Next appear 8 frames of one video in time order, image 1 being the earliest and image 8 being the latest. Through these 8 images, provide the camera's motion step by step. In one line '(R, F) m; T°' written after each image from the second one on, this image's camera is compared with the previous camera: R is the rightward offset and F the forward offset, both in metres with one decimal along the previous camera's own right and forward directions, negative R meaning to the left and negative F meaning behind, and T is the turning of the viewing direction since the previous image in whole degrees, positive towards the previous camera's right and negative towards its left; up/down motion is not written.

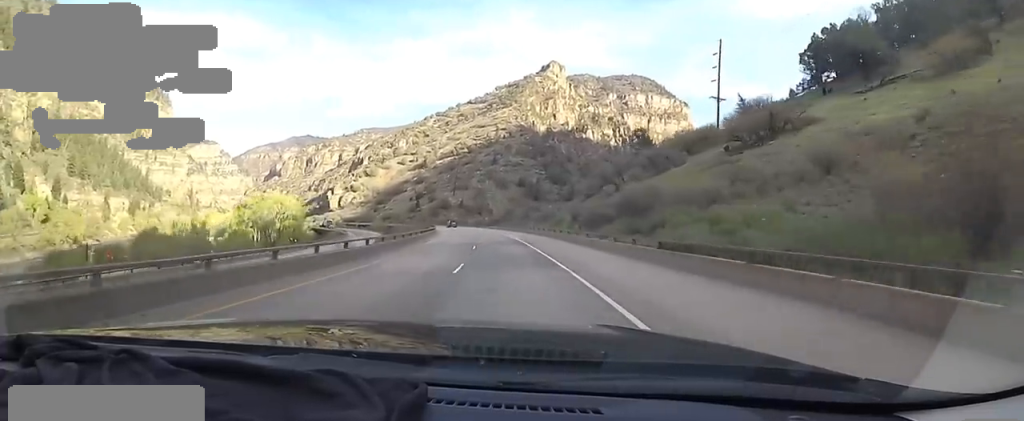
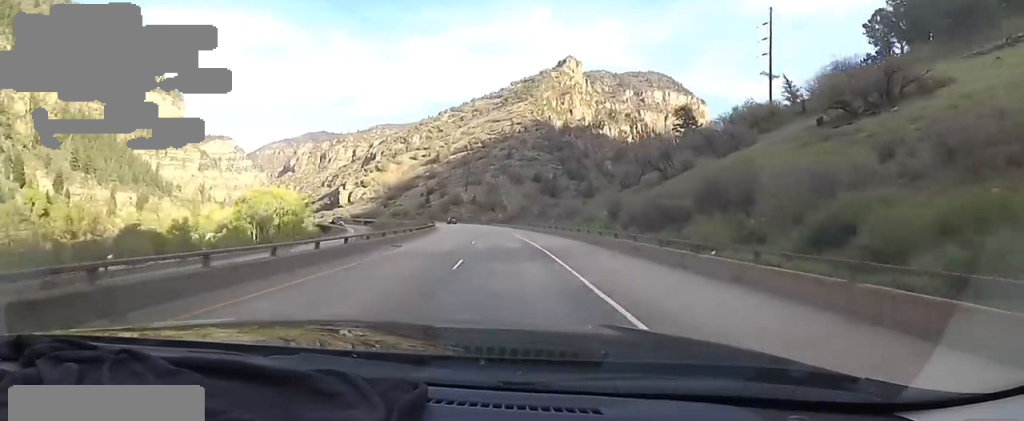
(-0.1, +12.3) m; 0°
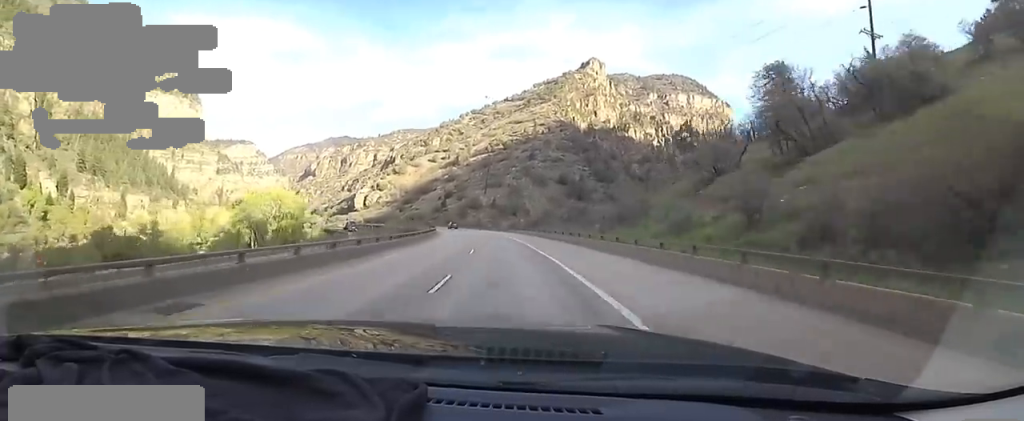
(0.0, +17.3) m; 0°
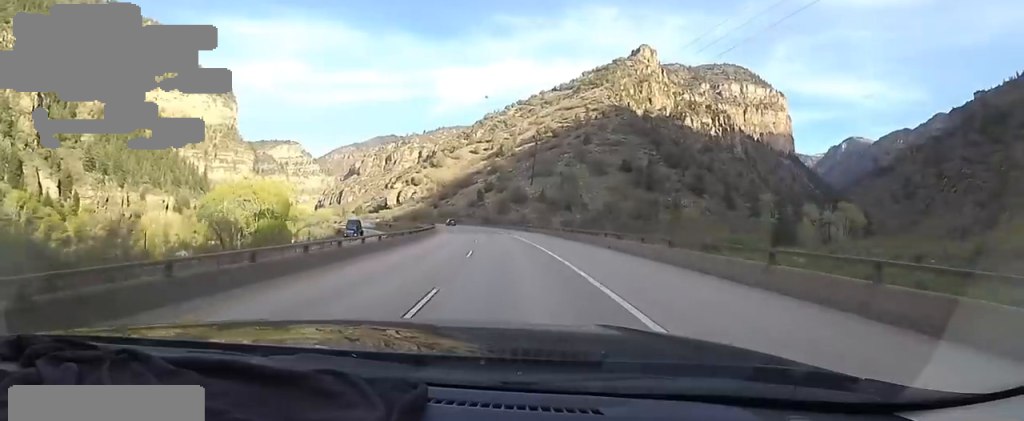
(-2.2, +39.4) m; -10°
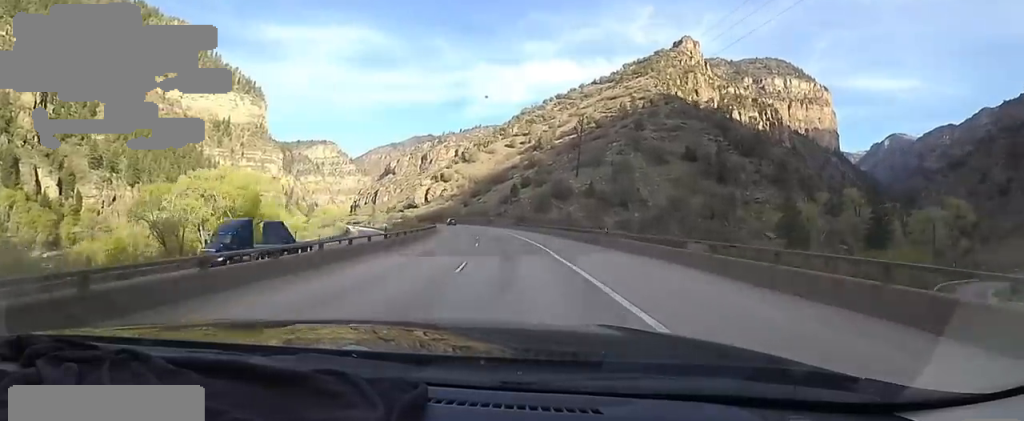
(-2.8, +30.5) m; -8°
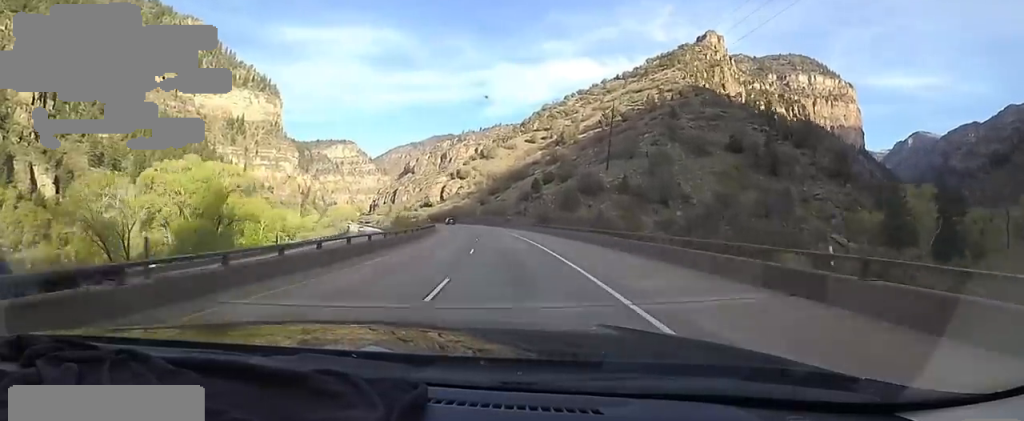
(-0.2, +17.6) m; -1°
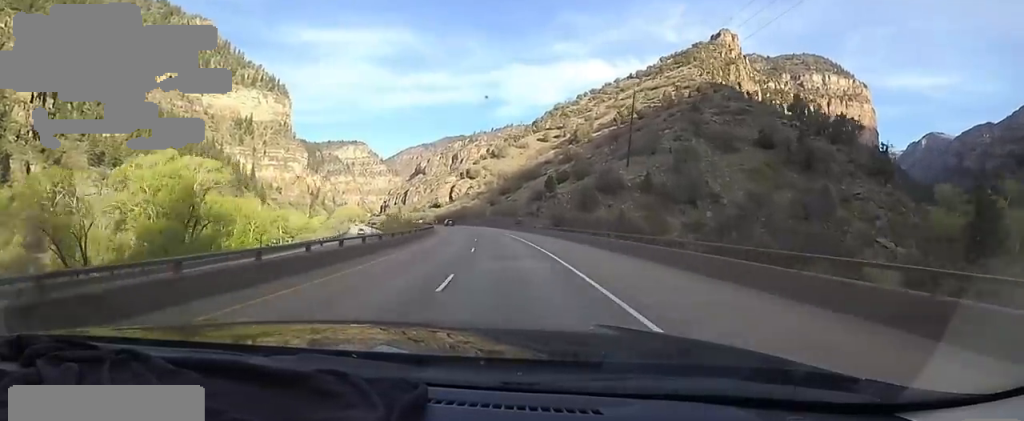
(+0.1, +10.1) m; 0°
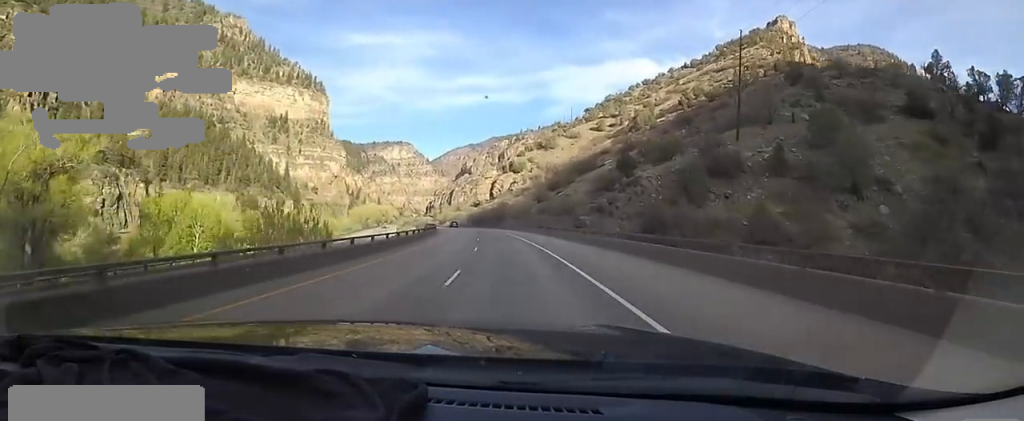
(-1.8, +36.8) m; -5°
